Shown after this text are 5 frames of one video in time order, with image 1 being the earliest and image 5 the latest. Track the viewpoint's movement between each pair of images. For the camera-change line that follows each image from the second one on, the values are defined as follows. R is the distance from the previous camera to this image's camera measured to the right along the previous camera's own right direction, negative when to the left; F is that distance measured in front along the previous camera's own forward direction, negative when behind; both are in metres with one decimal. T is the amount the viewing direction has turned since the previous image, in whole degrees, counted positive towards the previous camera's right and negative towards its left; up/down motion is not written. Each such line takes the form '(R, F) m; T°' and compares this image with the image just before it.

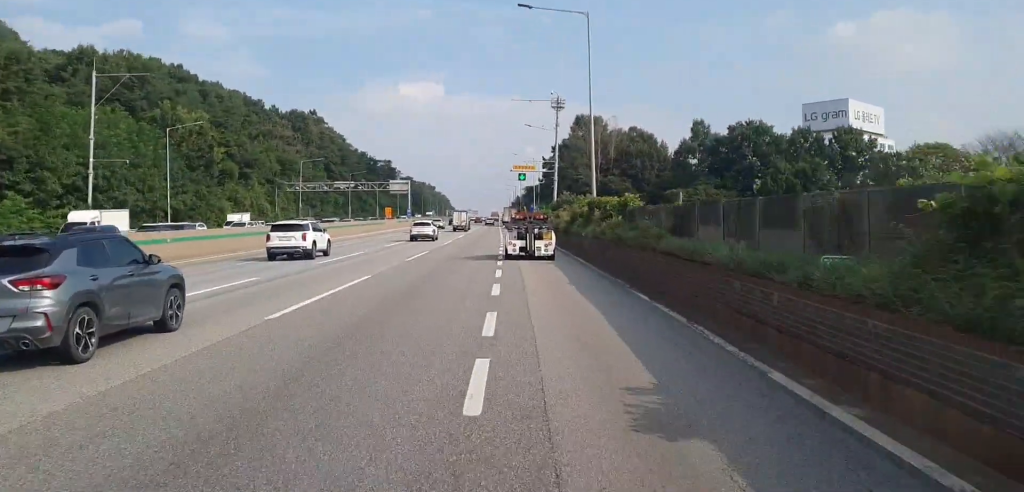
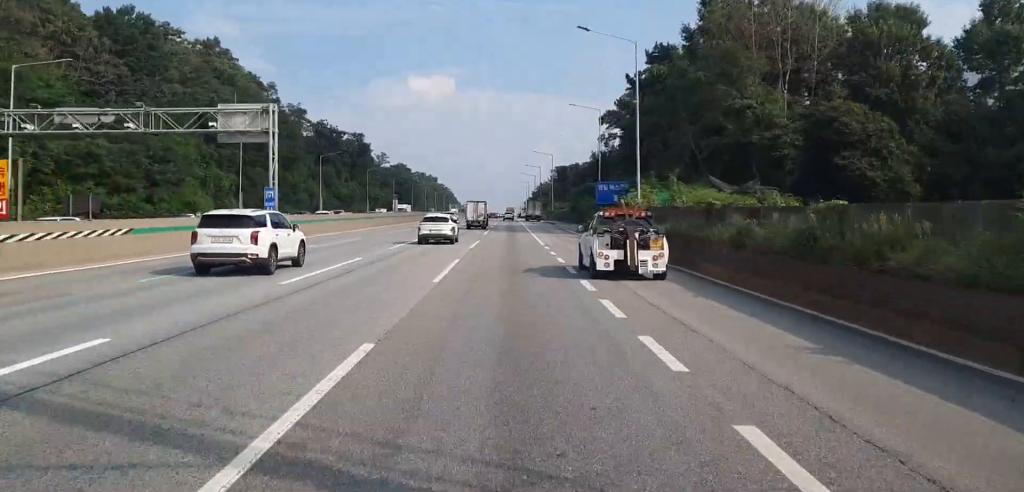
(-2.0, +86.2) m; 0°
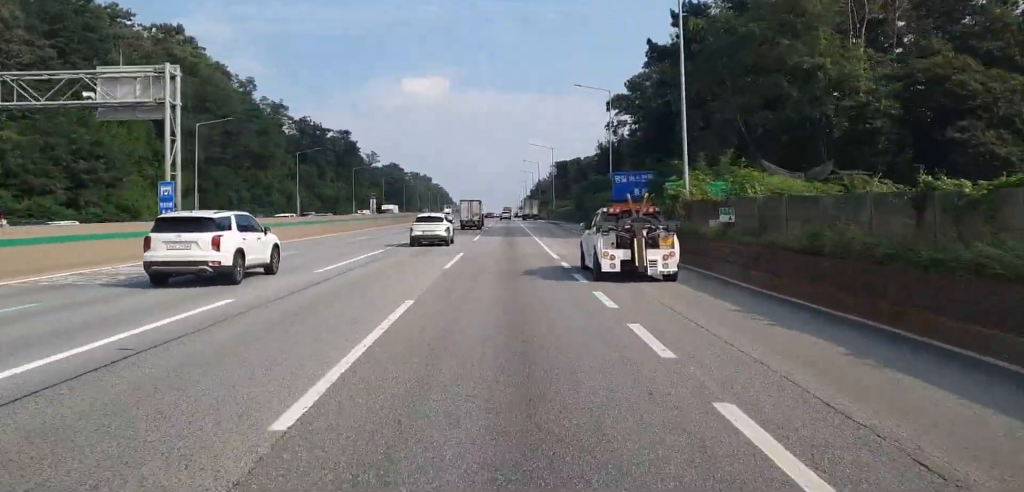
(-0.4, +13.0) m; 0°
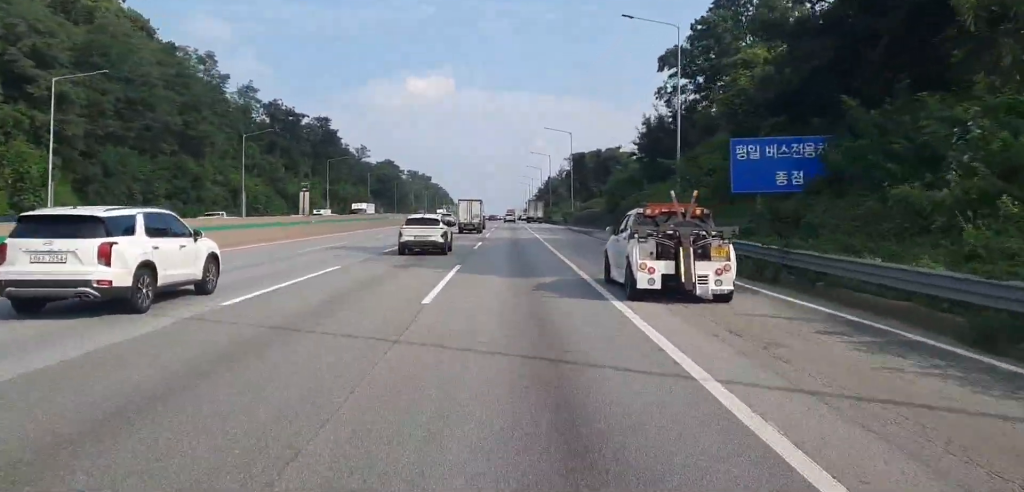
(0.0, +28.6) m; +1°
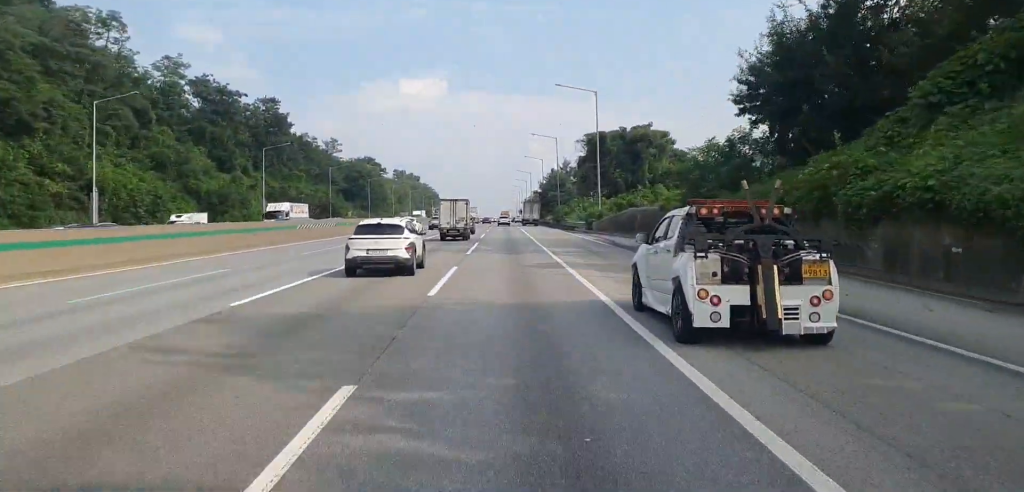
(+0.4, +34.6) m; 0°
